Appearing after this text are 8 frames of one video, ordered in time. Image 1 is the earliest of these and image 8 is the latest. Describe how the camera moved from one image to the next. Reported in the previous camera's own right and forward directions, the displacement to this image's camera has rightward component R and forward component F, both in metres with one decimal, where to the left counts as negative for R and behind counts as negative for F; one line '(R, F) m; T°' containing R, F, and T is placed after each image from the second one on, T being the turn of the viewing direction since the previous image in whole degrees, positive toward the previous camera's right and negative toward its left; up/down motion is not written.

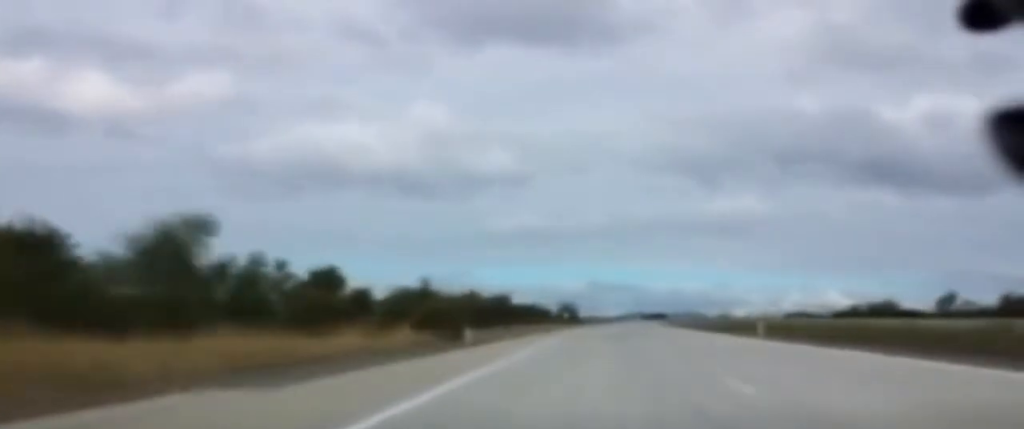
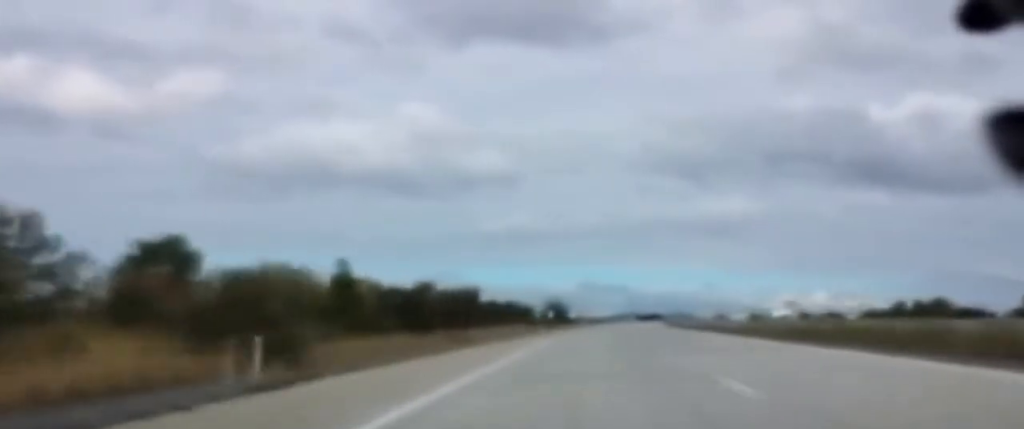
(-0.1, +24.5) m; 0°
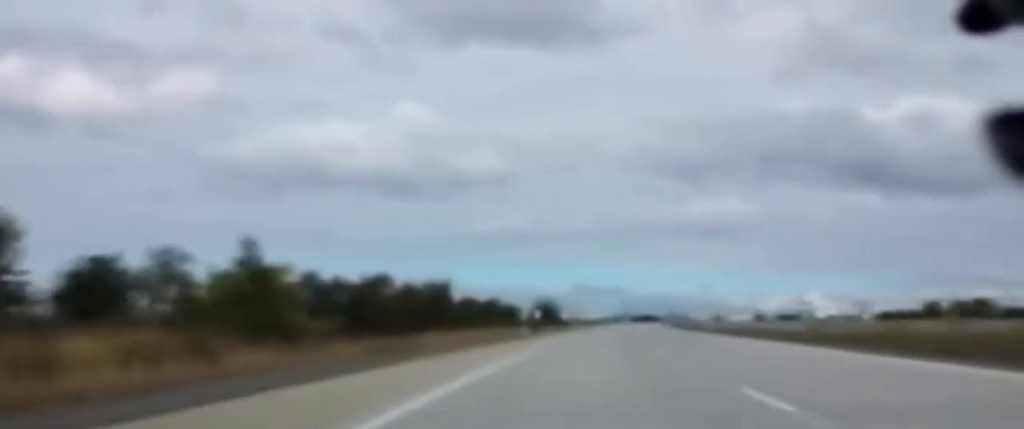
(+0.2, +14.4) m; 0°
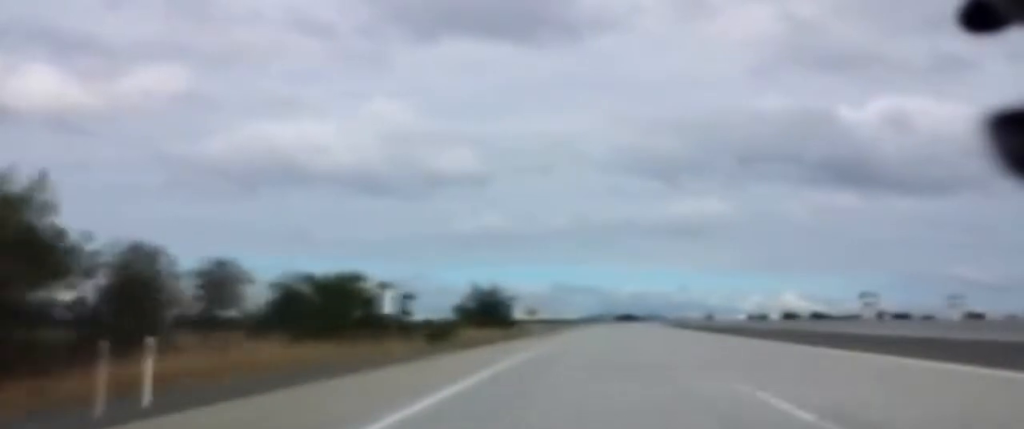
(-0.1, +50.6) m; +1°
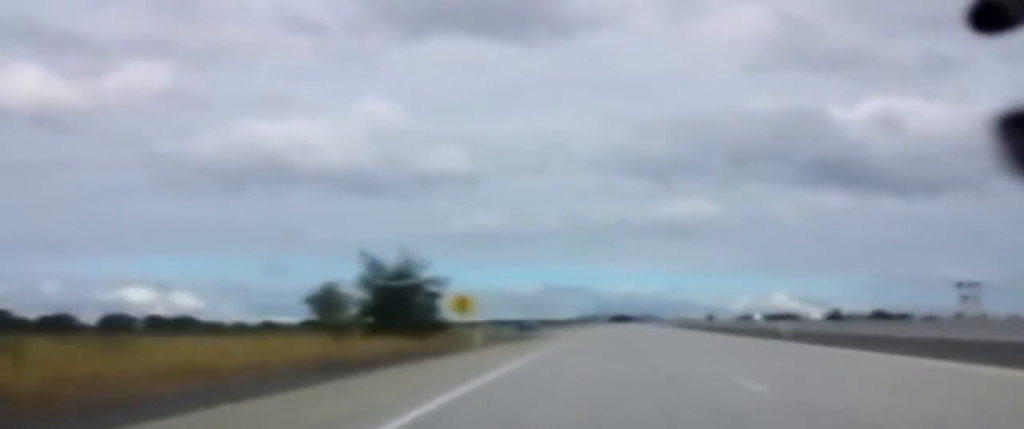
(+0.9, +33.6) m; +3°
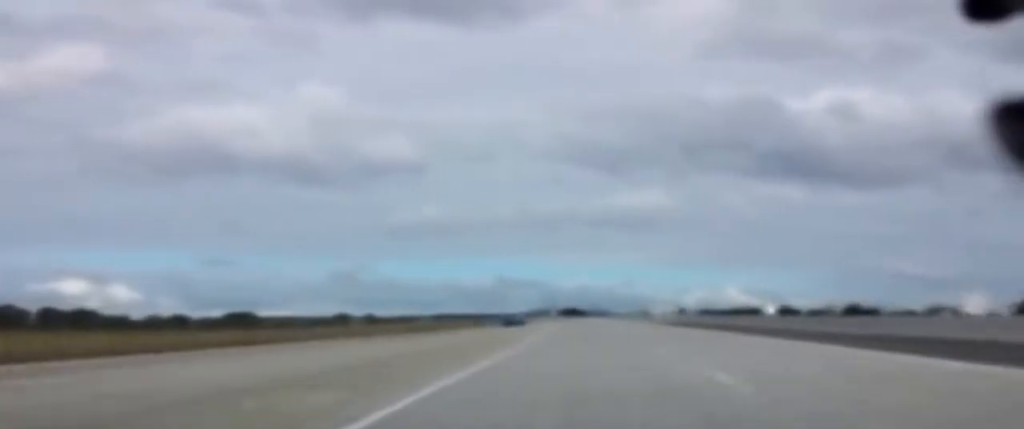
(+1.2, +59.9) m; +1°
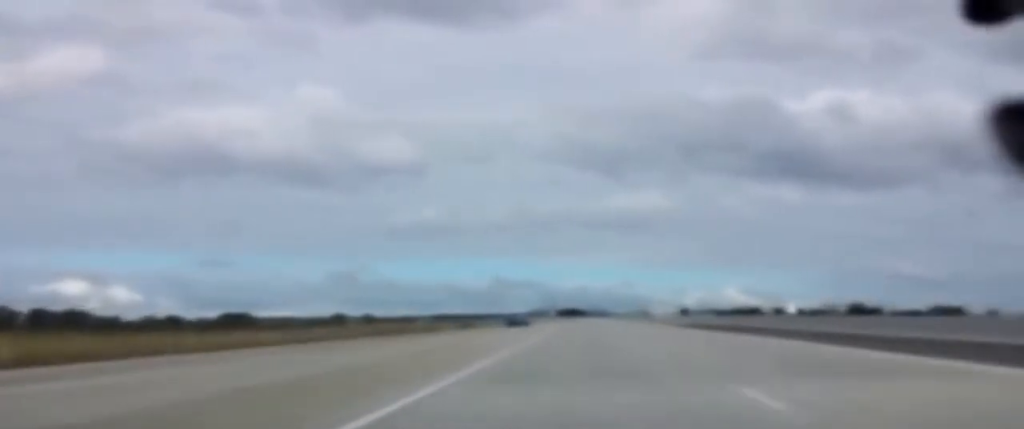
(-0.2, +14.8) m; 0°
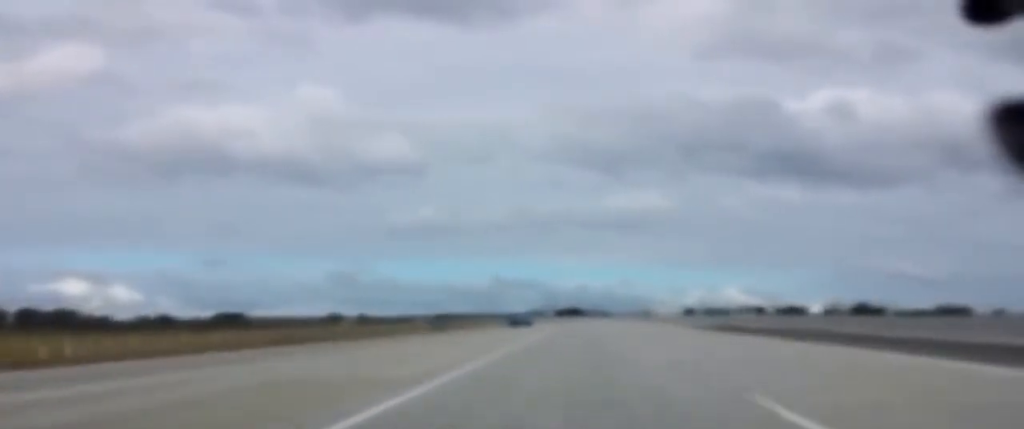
(0.0, +13.8) m; 0°
